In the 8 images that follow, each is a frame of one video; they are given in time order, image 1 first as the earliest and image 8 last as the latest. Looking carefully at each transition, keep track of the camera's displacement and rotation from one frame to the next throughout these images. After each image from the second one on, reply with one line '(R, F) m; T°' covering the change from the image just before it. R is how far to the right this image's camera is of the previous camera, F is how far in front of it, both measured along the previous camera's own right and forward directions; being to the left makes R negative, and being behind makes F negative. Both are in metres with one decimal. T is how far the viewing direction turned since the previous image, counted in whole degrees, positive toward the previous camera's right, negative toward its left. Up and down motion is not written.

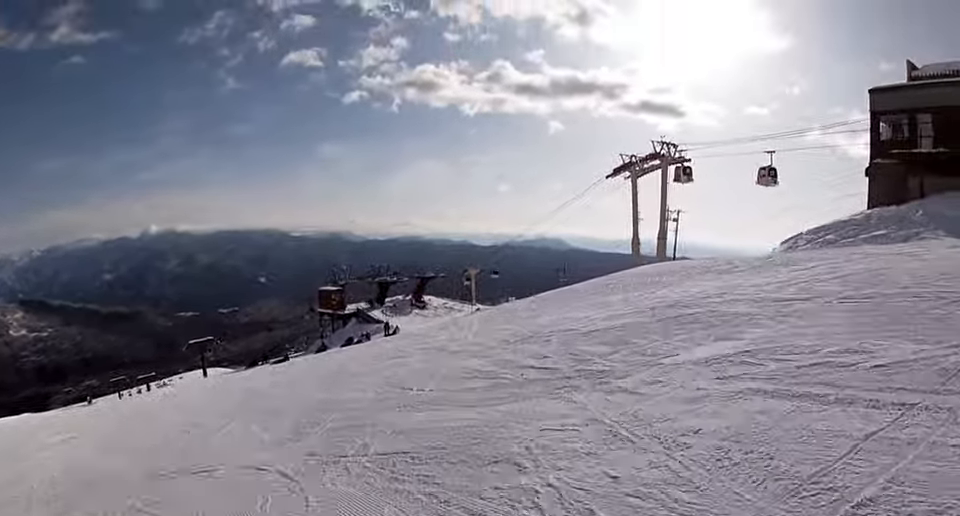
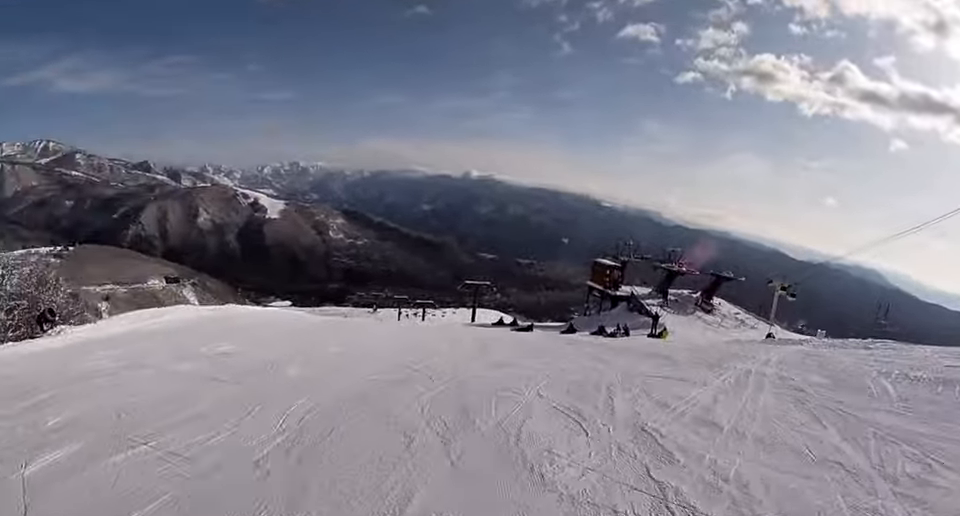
(-1.2, +8.1) m; -33°
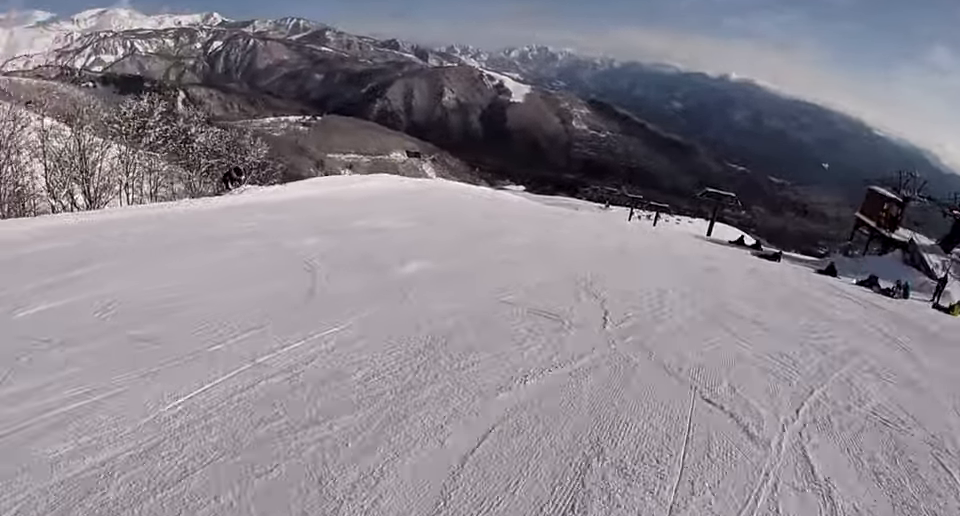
(-2.0, +6.3) m; -25°
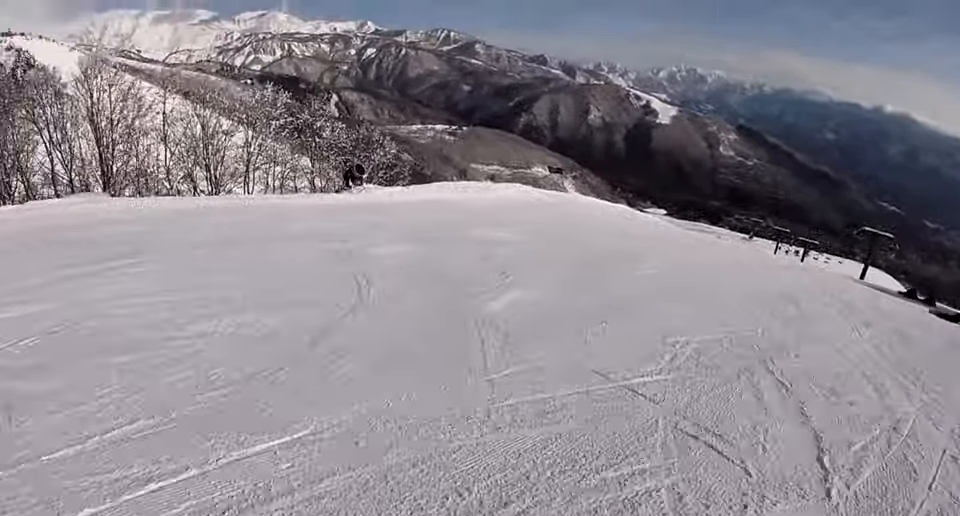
(-0.4, +3.6) m; -4°
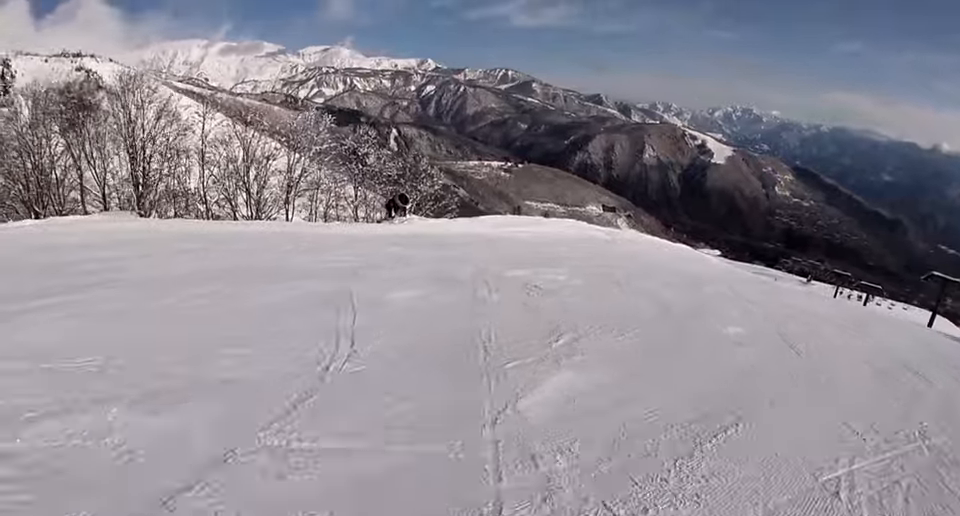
(-0.1, +2.8) m; -2°
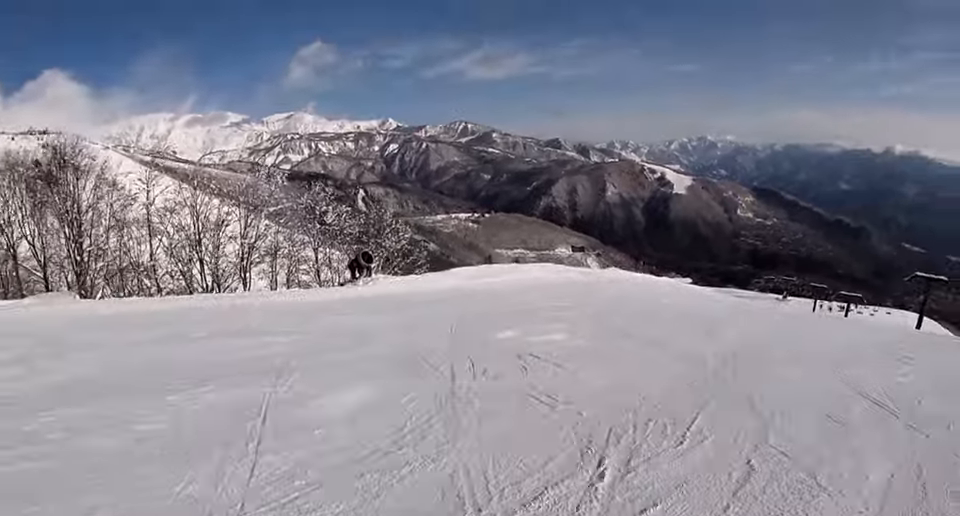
(0.0, +3.0) m; +4°
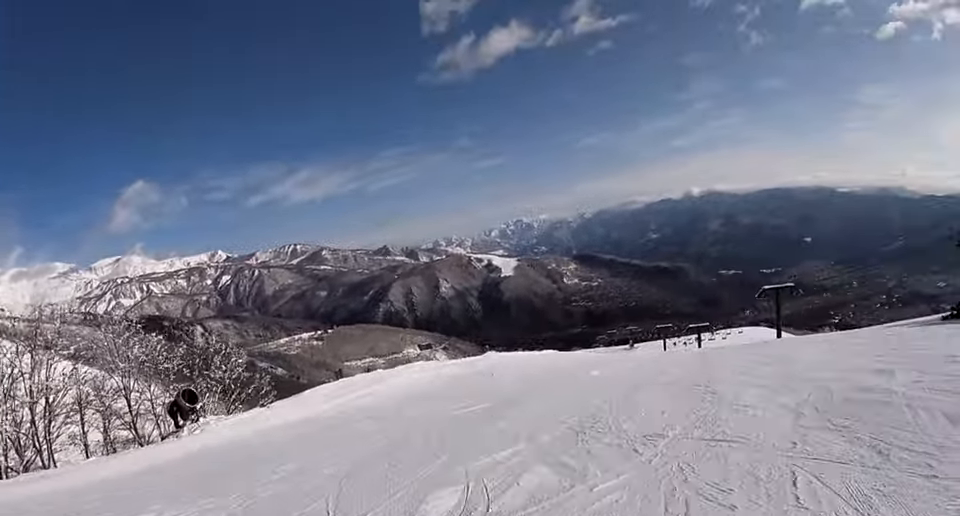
(+0.2, +5.5) m; +9°
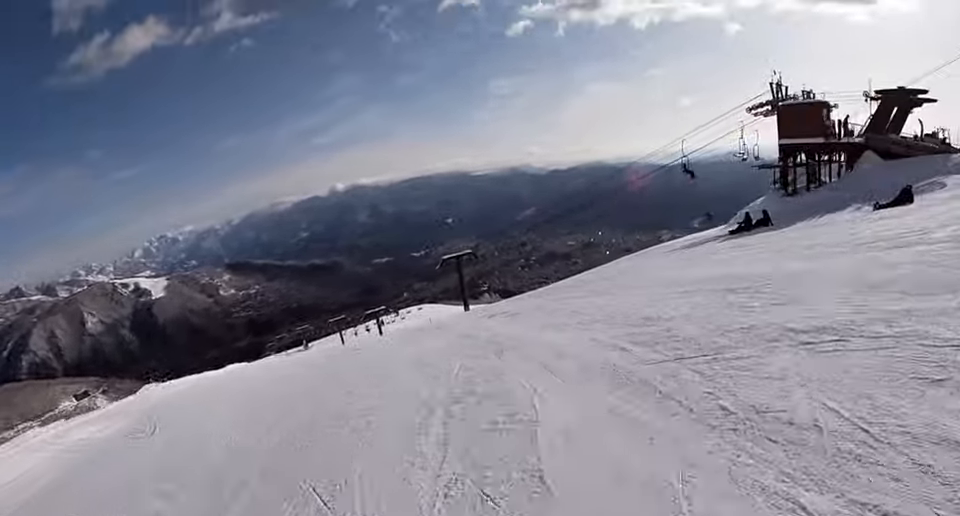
(+1.7, +8.6) m; +27°
